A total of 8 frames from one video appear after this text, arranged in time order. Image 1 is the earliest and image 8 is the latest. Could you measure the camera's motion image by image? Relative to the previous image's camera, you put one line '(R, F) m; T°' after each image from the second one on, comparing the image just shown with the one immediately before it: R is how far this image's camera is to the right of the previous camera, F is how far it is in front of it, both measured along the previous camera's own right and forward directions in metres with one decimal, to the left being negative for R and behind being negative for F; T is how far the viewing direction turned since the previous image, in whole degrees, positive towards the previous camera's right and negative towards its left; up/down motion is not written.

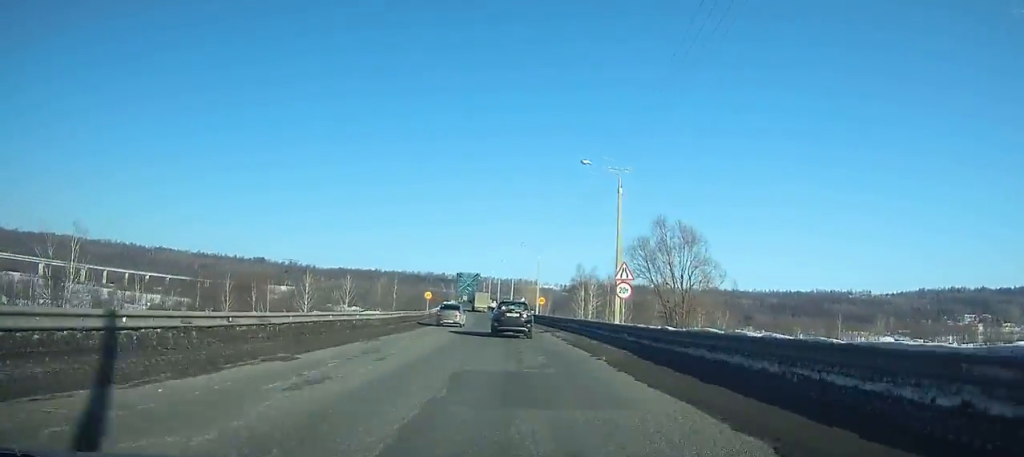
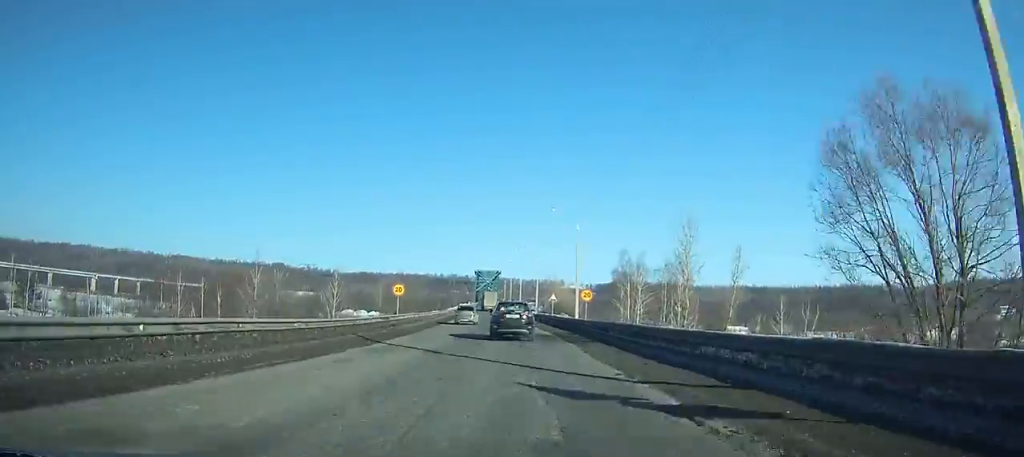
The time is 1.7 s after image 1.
(-0.6, +27.3) m; -2°
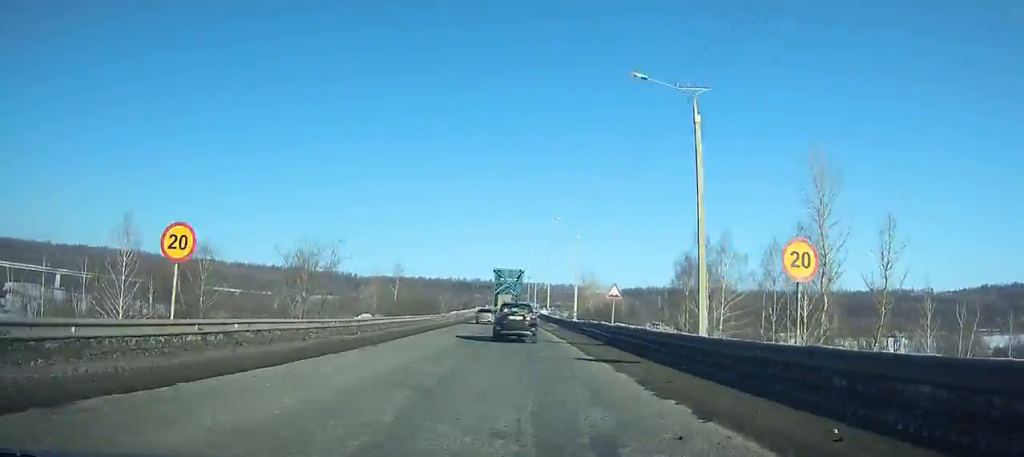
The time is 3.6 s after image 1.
(-0.3, +30.2) m; -2°
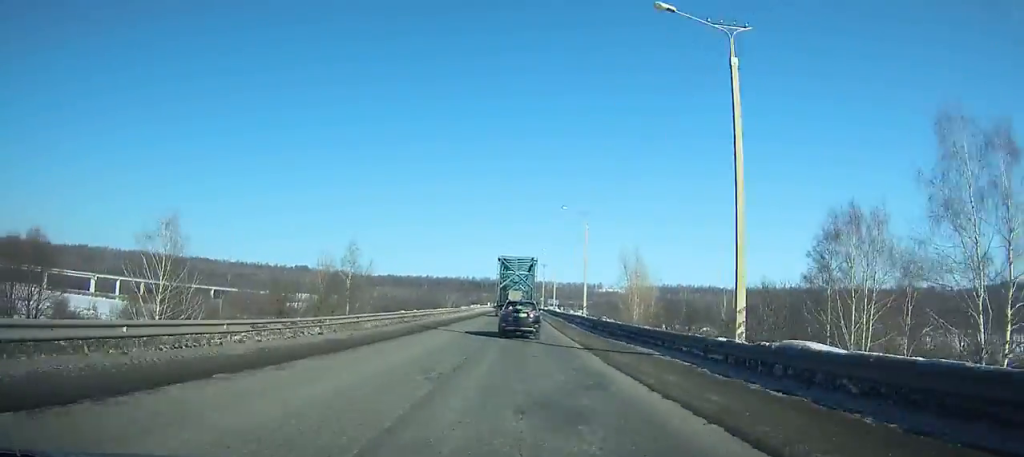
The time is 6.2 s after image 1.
(-1.2, +40.5) m; -2°
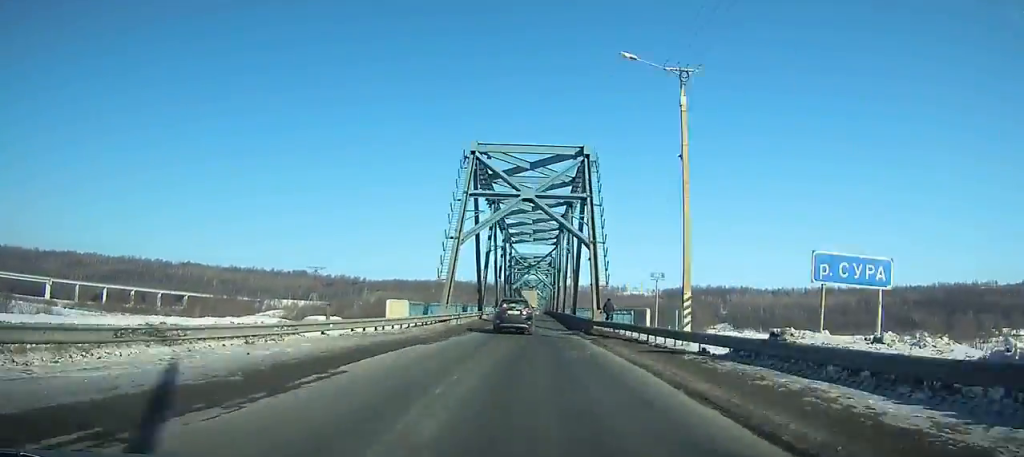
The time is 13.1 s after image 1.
(-0.9, +102.7) m; -1°
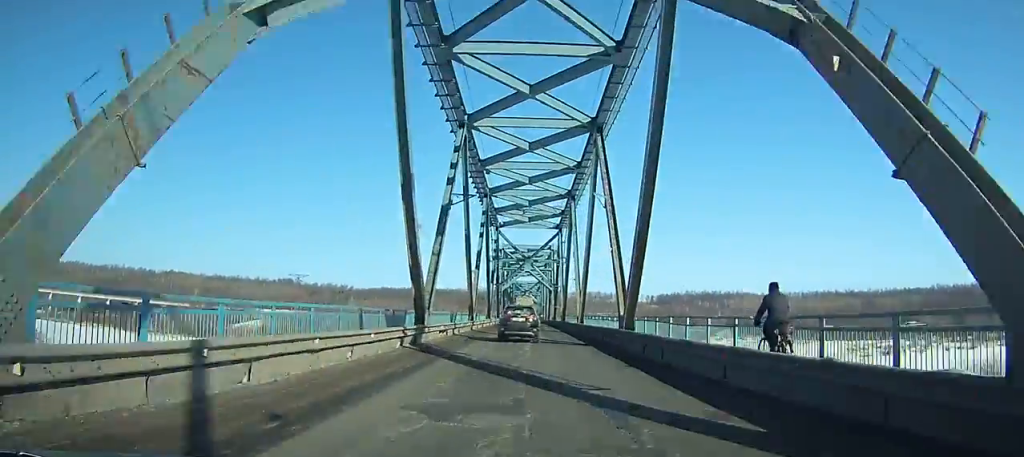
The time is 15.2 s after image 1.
(-0.2, +29.7) m; 0°
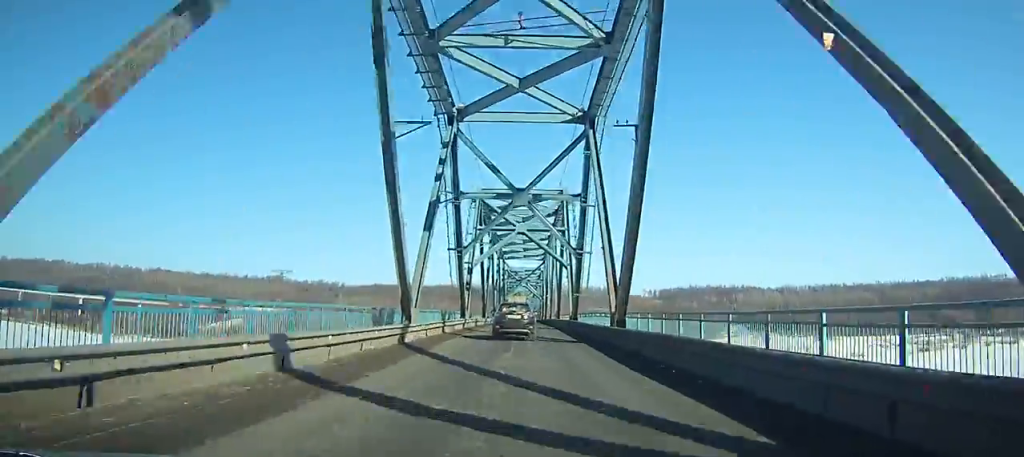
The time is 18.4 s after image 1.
(+0.4, +43.5) m; 0°
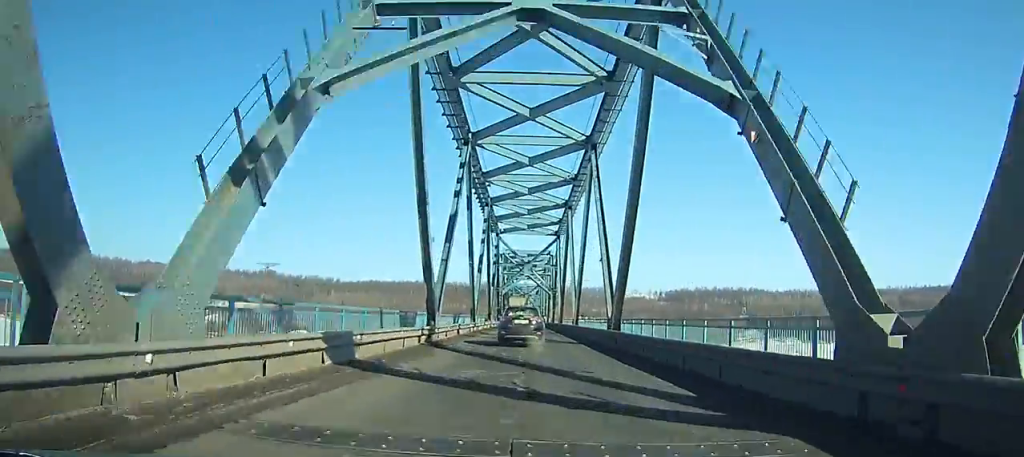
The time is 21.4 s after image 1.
(-0.4, +39.6) m; 0°
